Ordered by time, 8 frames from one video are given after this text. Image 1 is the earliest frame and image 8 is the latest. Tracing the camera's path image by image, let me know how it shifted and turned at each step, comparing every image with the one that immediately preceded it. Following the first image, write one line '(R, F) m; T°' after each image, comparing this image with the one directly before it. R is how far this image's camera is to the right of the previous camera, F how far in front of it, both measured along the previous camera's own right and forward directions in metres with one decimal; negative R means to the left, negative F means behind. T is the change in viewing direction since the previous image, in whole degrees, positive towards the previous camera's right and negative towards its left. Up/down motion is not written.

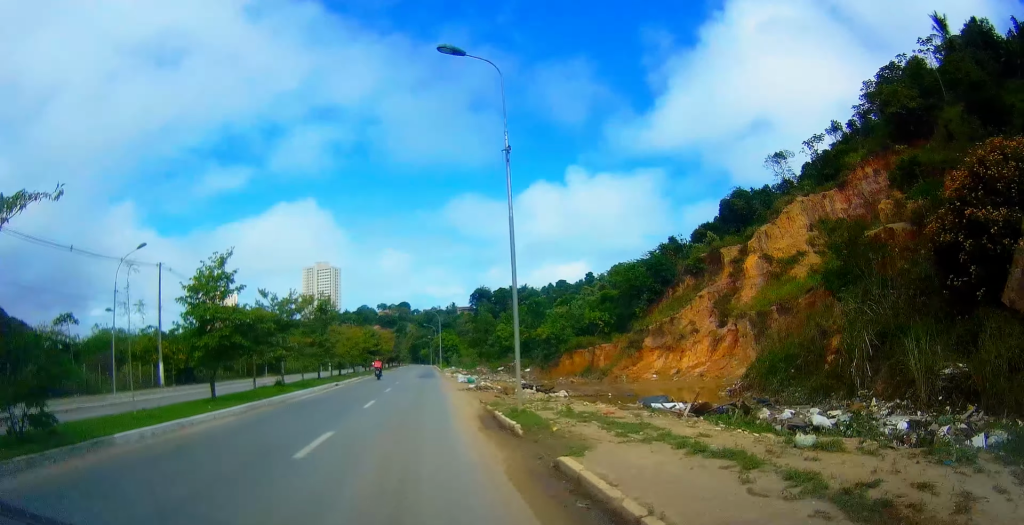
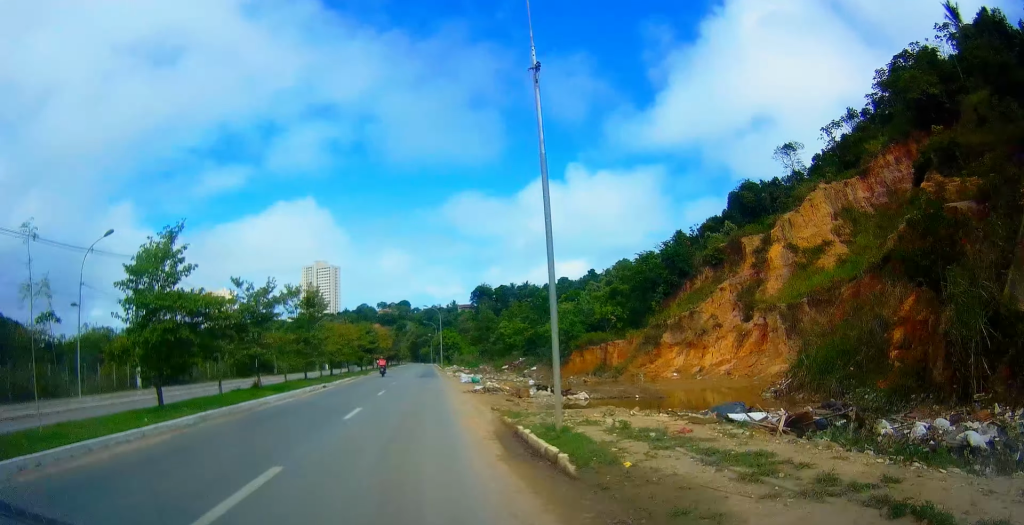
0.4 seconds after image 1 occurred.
(0.0, +3.9) m; 0°
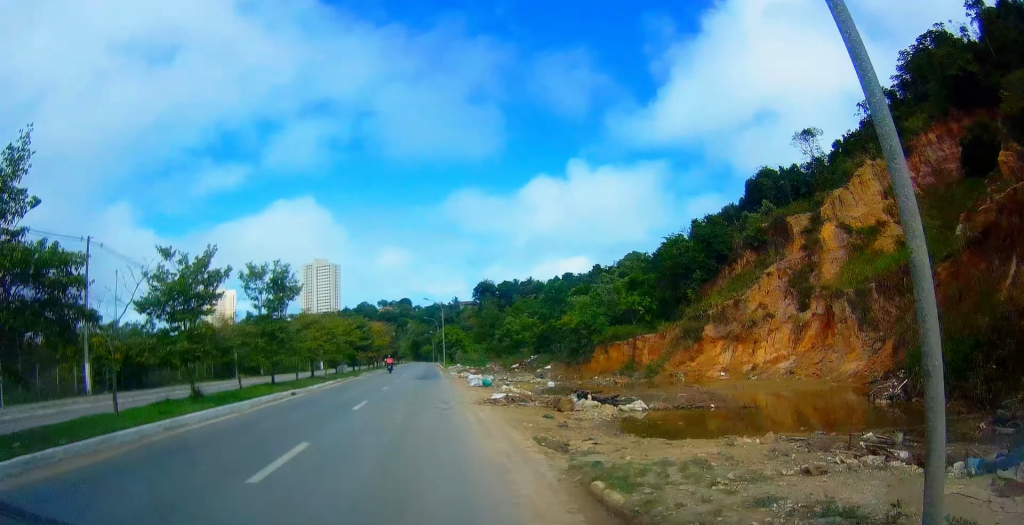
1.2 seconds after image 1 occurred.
(0.0, +7.1) m; 0°
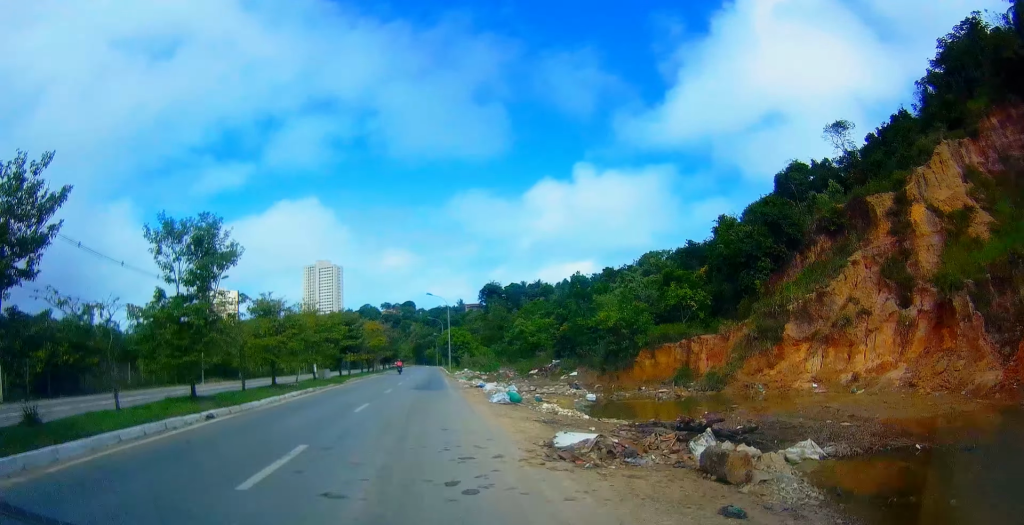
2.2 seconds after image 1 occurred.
(0.0, +9.6) m; 0°
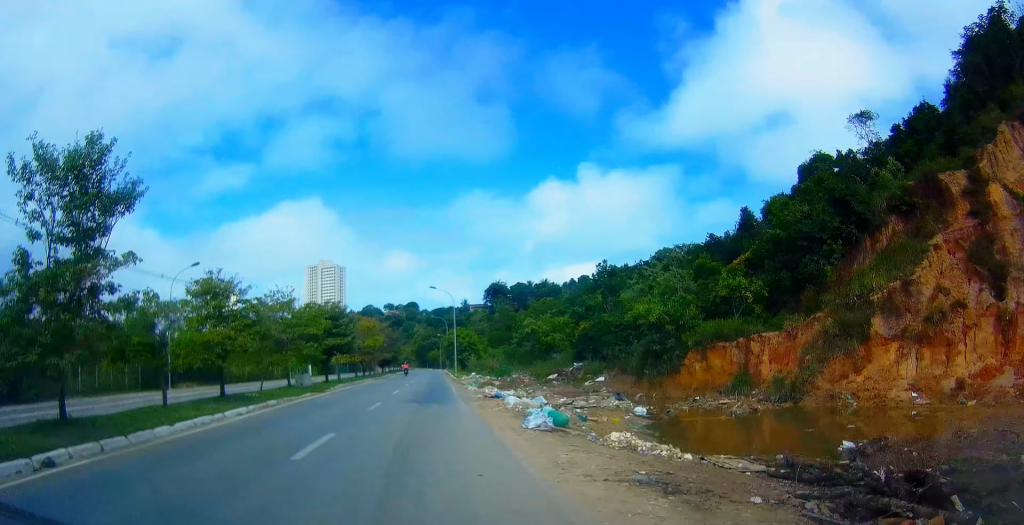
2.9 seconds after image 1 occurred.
(0.0, +7.1) m; +2°
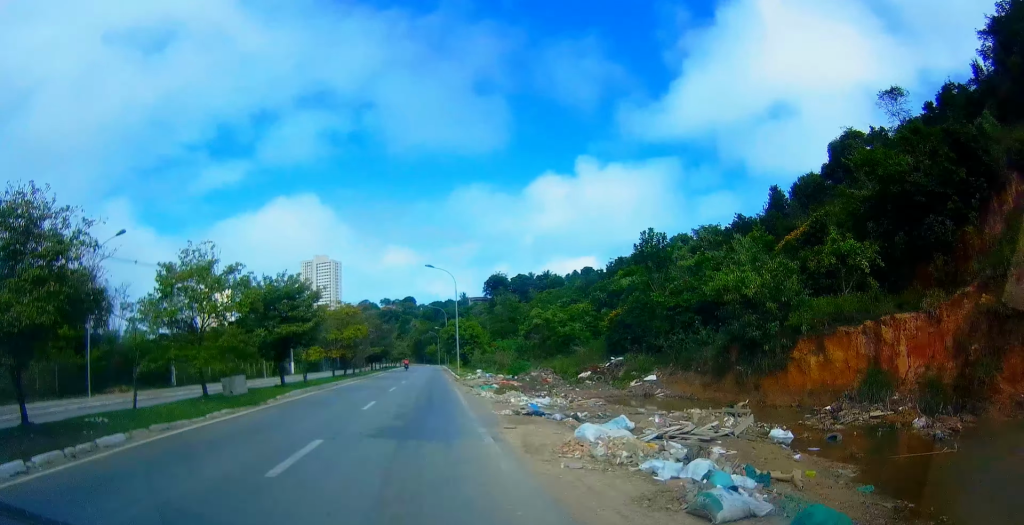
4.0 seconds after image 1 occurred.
(+0.4, +10.7) m; +1°
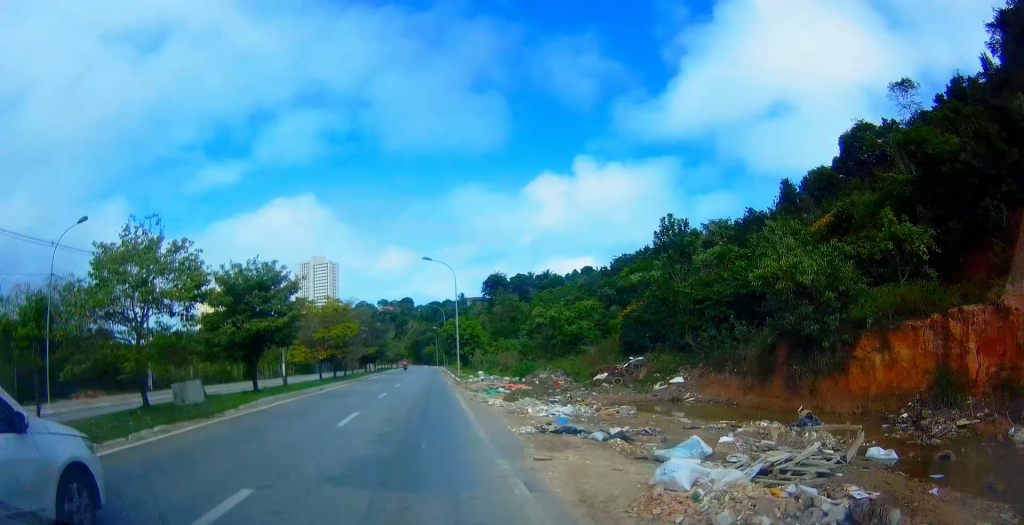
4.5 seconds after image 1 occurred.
(0.0, +4.0) m; -1°
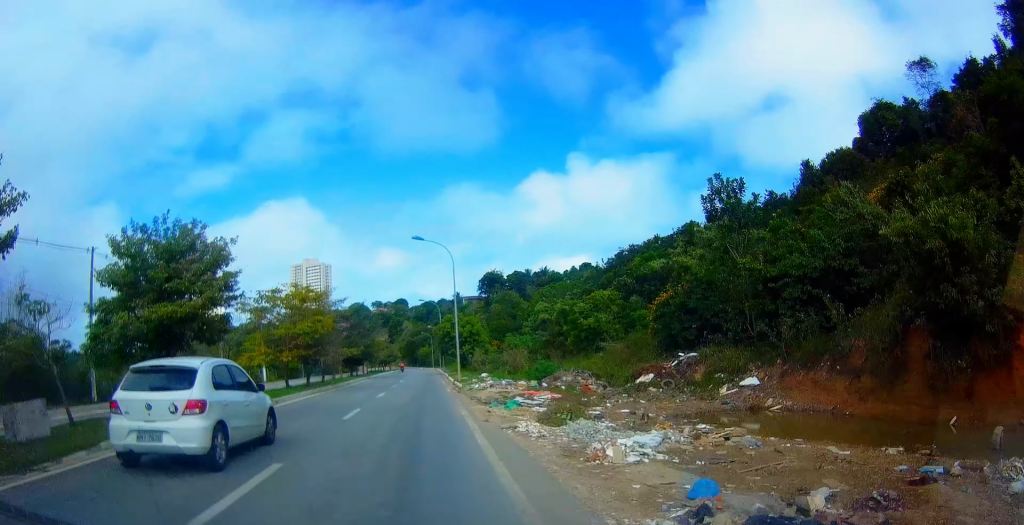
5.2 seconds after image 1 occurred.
(-0.3, +7.3) m; -2°
